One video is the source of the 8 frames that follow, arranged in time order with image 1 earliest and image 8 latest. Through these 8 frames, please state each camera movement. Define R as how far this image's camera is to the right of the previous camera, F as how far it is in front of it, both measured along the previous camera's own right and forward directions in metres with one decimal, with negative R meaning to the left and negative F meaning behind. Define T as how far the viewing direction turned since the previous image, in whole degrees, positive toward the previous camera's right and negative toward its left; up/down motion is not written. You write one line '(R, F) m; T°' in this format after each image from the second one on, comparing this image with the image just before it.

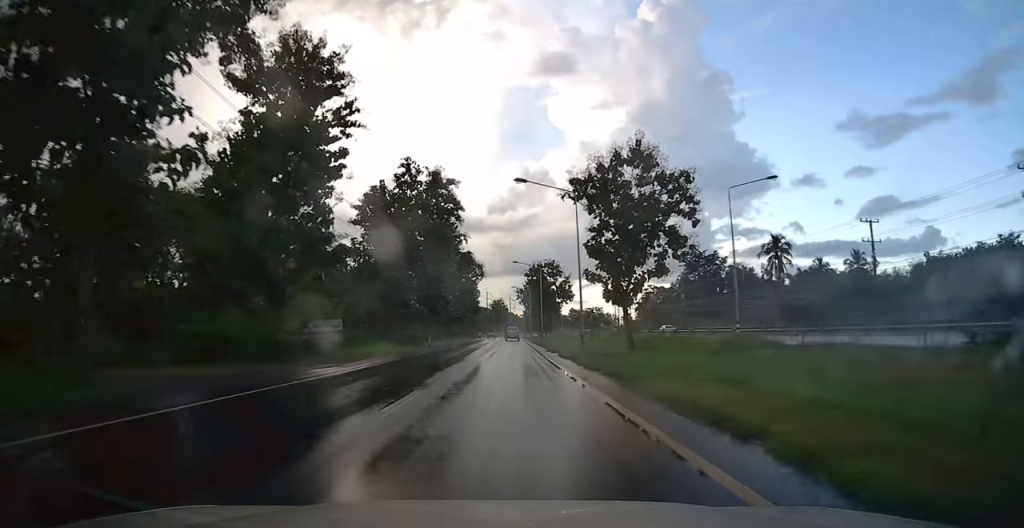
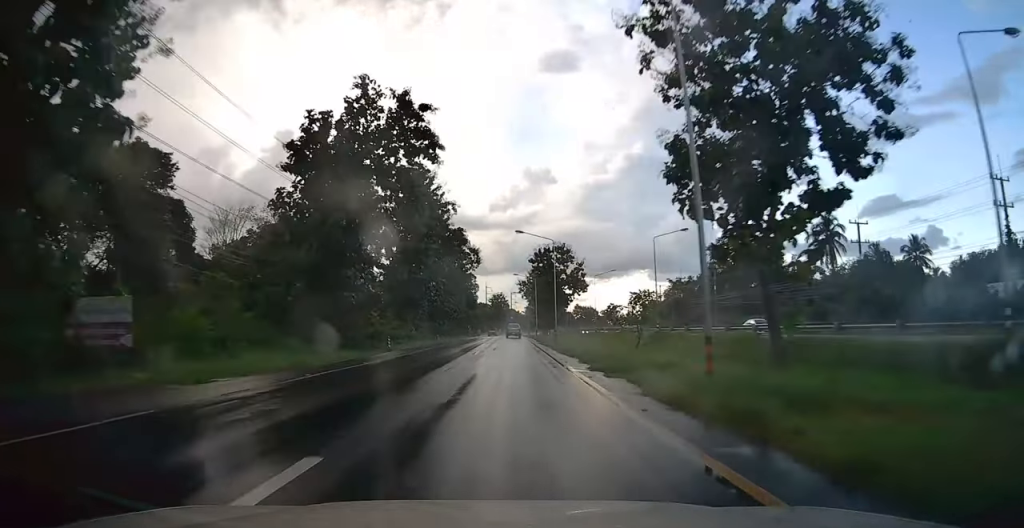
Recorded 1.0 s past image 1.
(0.0, +18.6) m; 0°
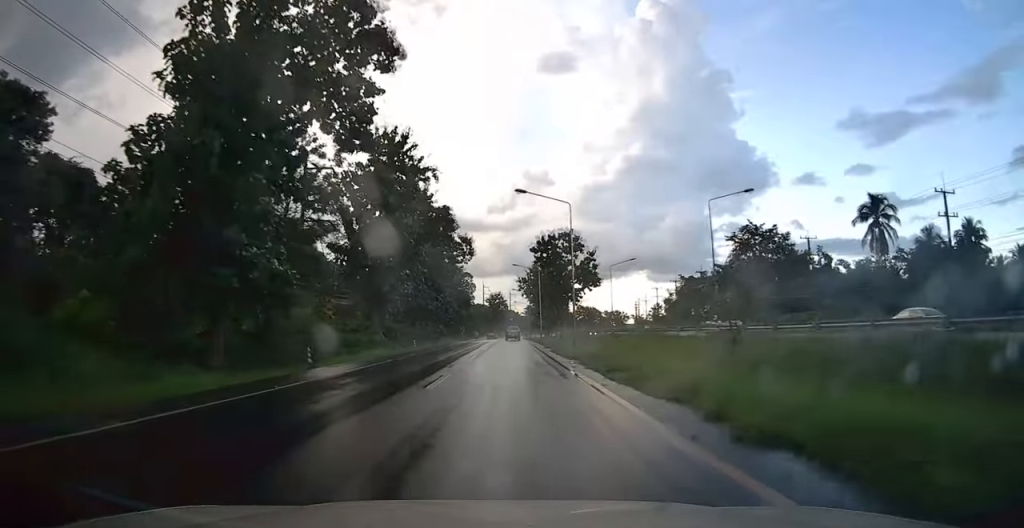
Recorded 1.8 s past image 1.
(0.0, +14.4) m; 0°
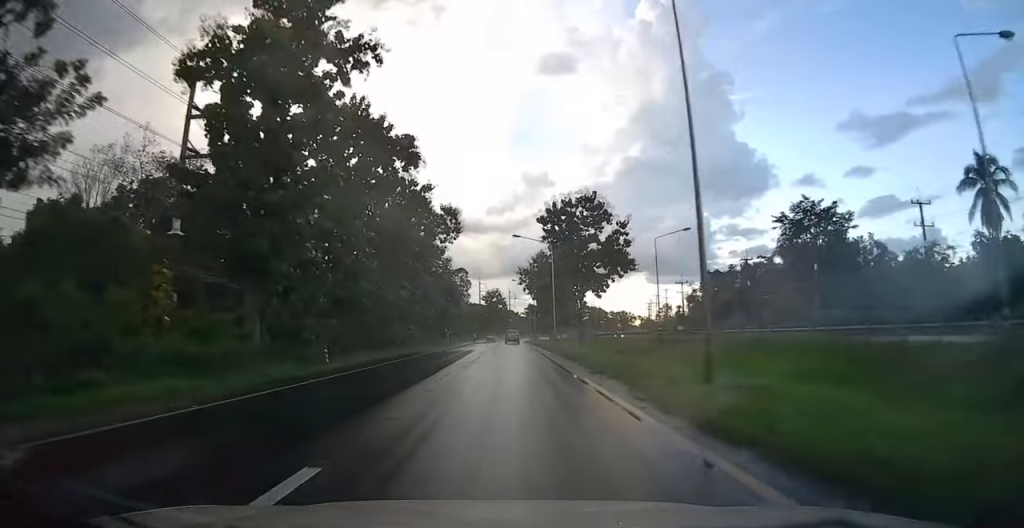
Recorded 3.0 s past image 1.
(-0.1, +21.9) m; 0°
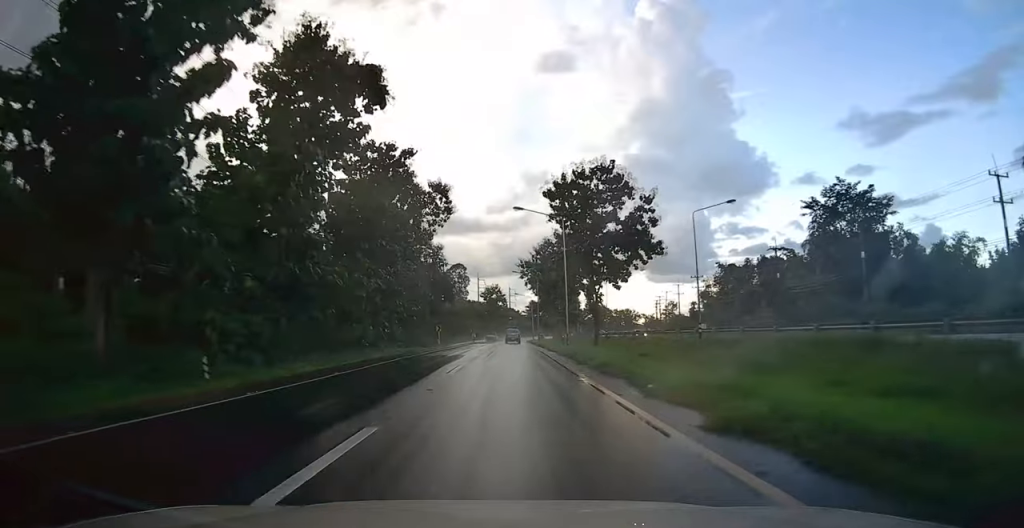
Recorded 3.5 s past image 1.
(0.0, +10.1) m; 0°
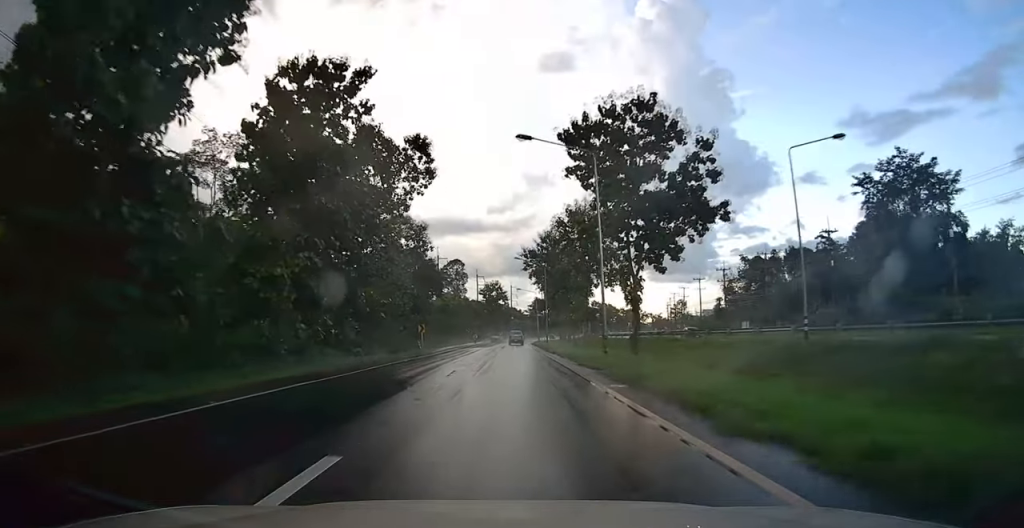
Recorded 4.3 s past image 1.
(0.0, +13.8) m; +1°
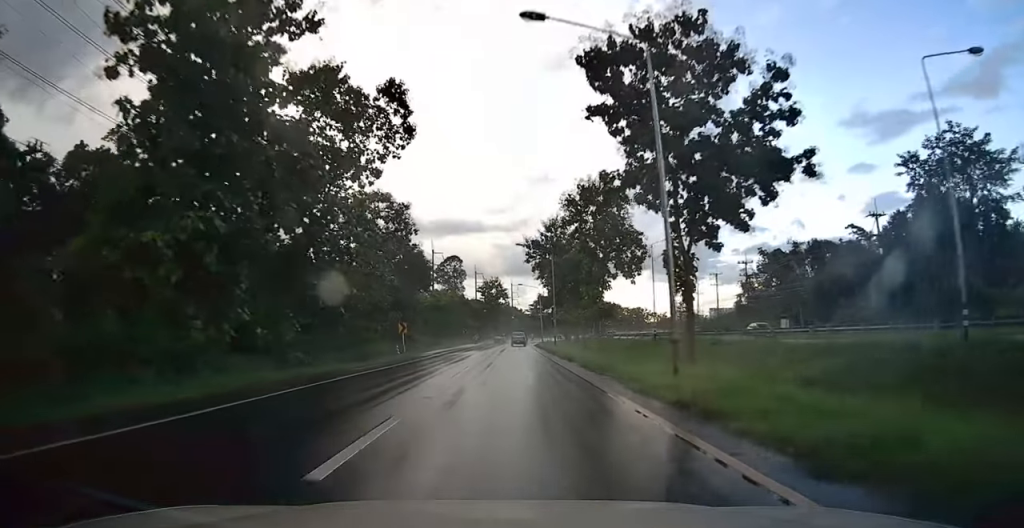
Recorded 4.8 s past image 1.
(+0.1, +9.5) m; 0°
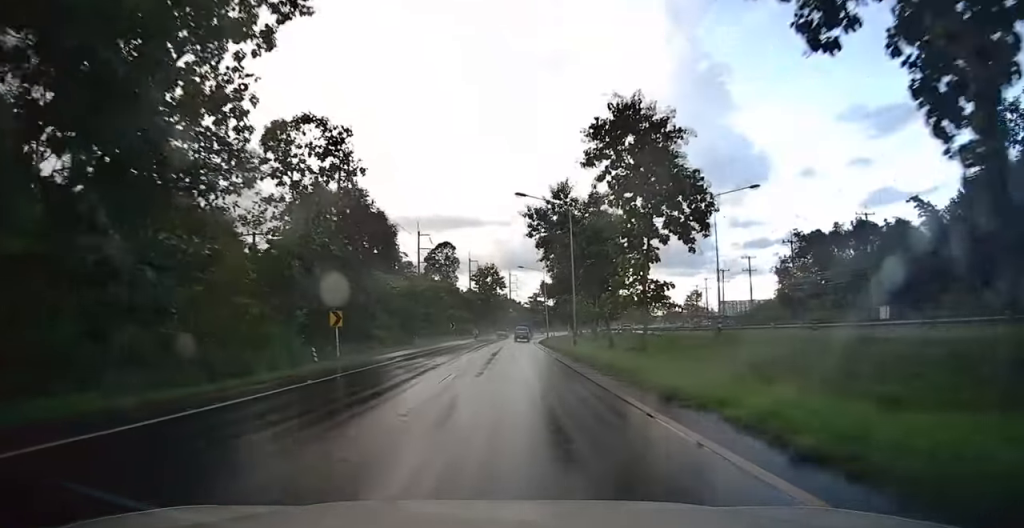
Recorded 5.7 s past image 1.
(0.0, +16.3) m; -1°
